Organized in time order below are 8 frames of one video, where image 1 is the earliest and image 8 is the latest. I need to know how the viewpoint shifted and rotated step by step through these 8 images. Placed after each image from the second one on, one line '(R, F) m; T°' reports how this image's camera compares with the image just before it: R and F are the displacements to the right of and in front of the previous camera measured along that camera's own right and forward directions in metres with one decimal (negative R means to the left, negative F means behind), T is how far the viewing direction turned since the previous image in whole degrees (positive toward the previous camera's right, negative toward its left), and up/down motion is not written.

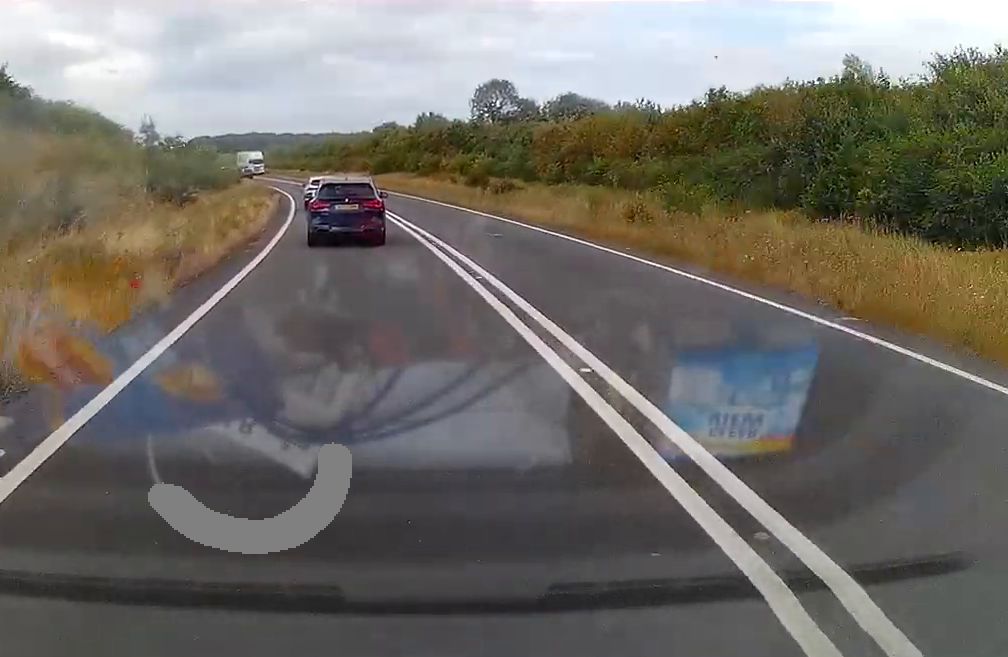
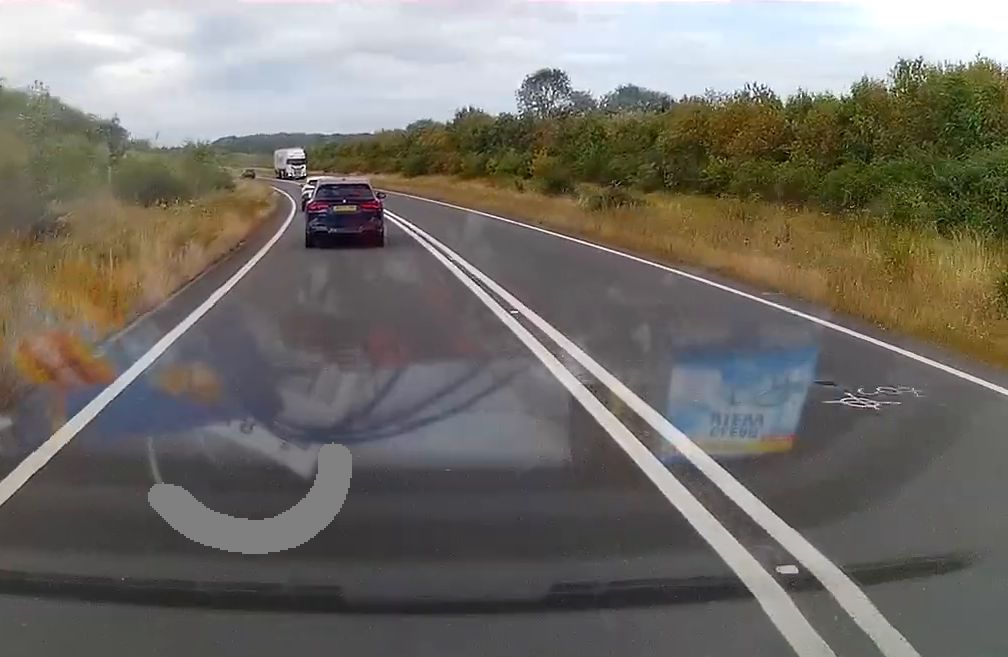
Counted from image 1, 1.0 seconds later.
(-0.5, +21.7) m; -1°
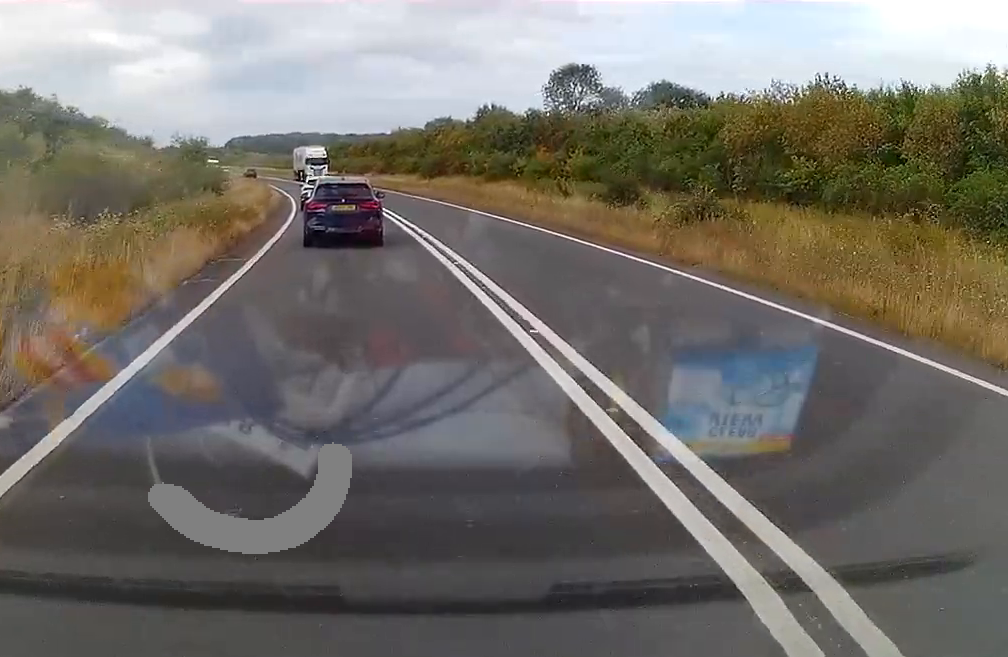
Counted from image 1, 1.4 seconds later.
(0.0, +9.9) m; -1°
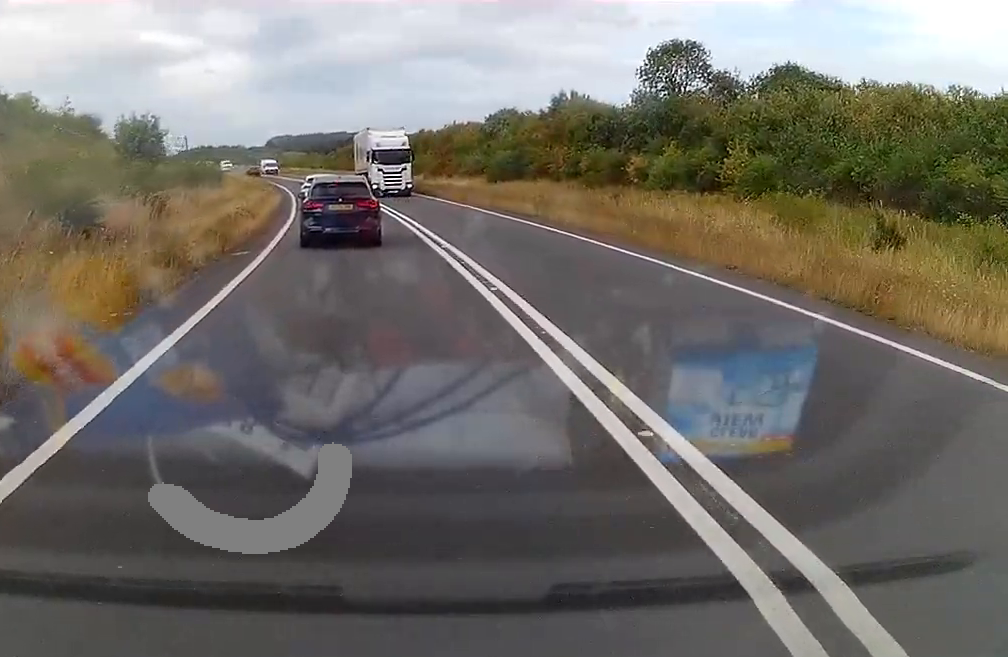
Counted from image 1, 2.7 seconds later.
(-0.5, +29.9) m; -3°
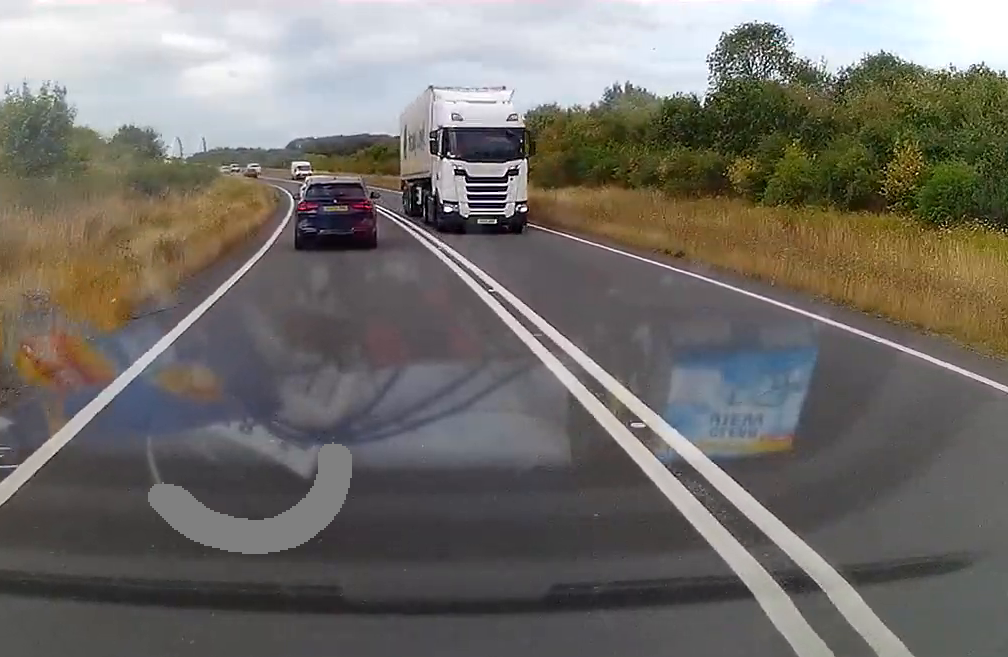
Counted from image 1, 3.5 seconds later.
(-0.4, +17.0) m; -1°
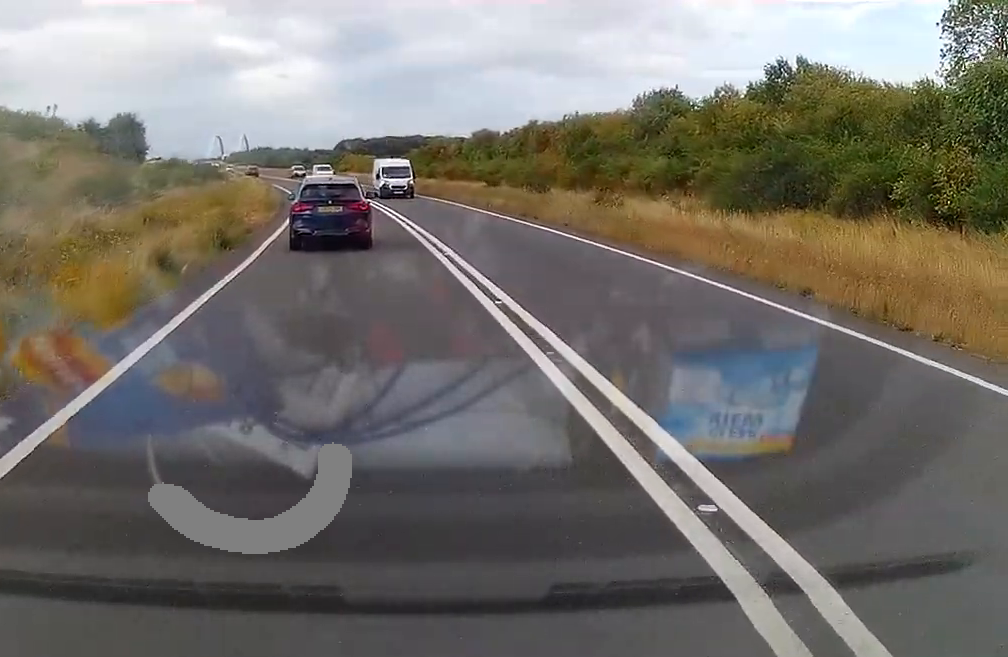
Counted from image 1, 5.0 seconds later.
(-0.6, +35.2) m; -2°
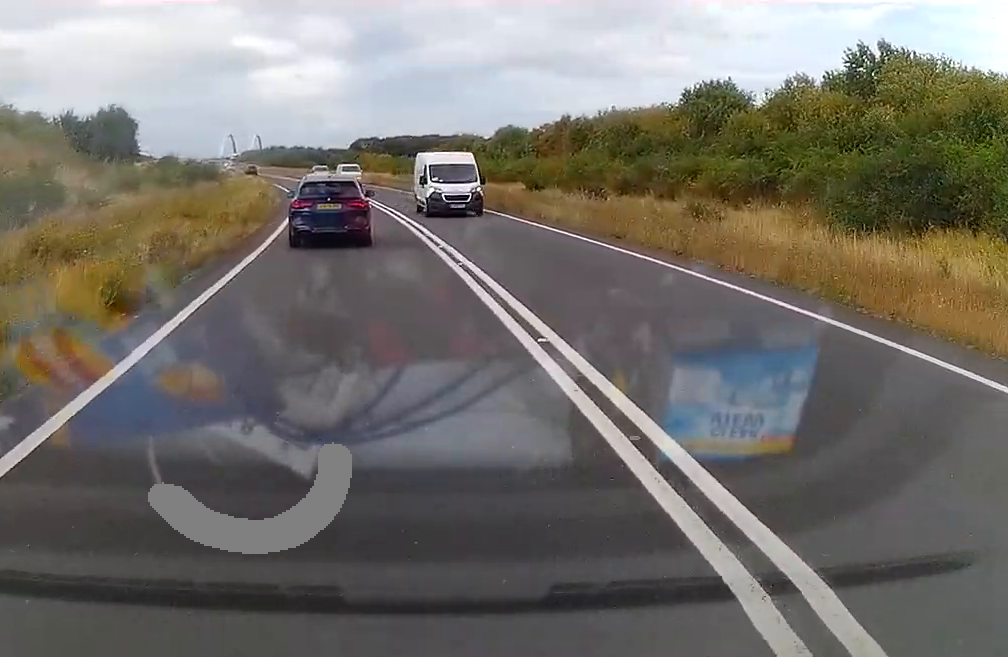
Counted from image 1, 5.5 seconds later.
(-0.1, +11.6) m; -1°
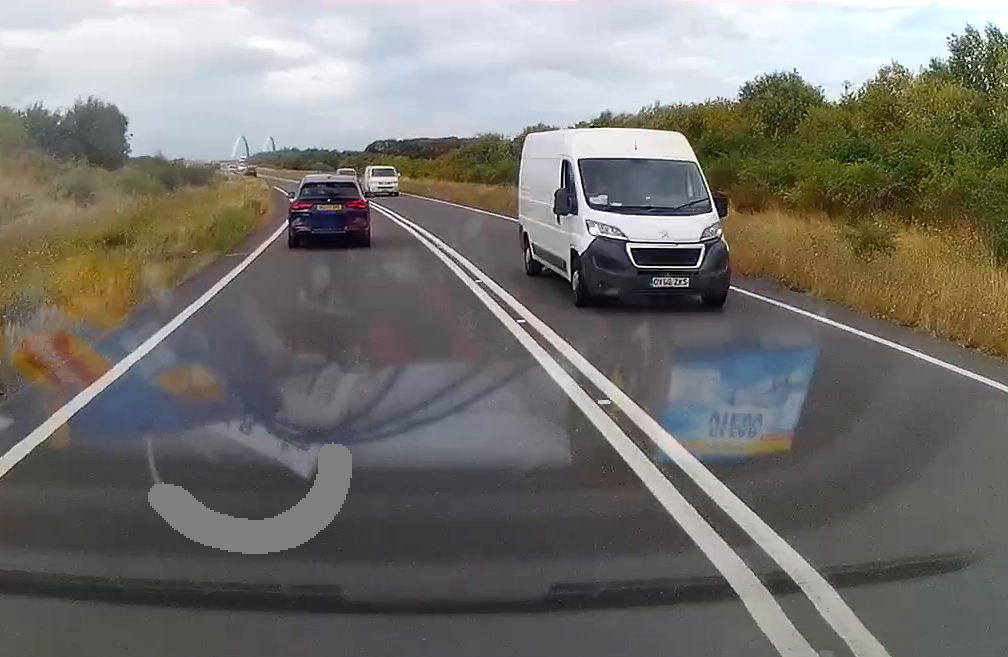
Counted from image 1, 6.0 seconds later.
(0.0, +11.6) m; -1°
